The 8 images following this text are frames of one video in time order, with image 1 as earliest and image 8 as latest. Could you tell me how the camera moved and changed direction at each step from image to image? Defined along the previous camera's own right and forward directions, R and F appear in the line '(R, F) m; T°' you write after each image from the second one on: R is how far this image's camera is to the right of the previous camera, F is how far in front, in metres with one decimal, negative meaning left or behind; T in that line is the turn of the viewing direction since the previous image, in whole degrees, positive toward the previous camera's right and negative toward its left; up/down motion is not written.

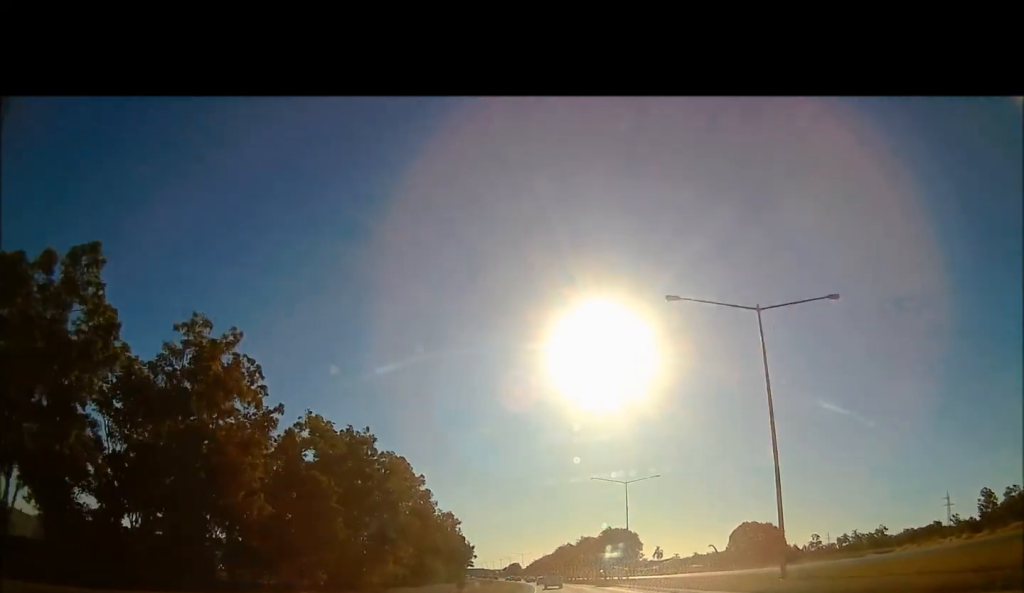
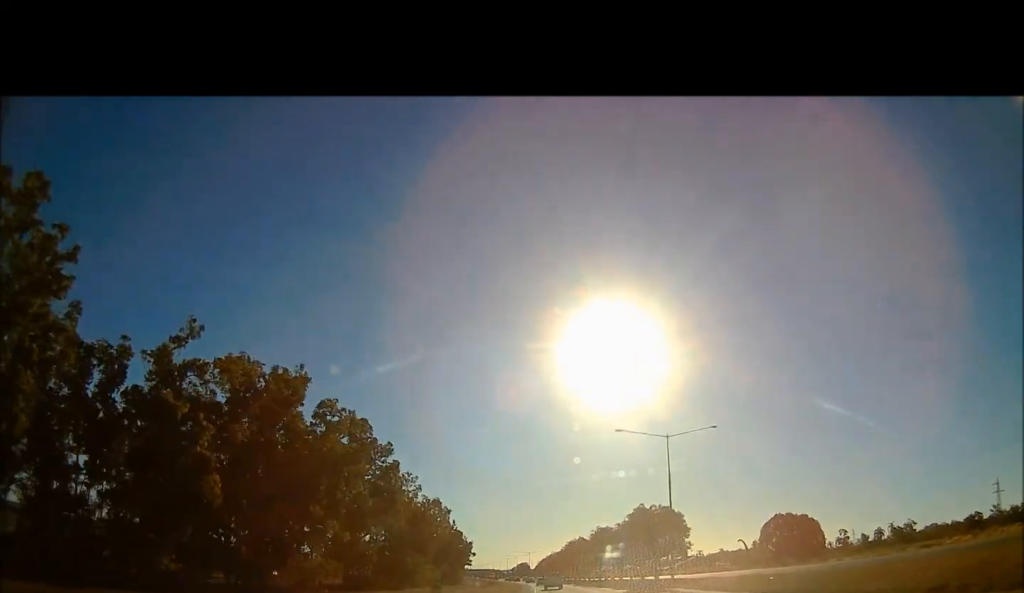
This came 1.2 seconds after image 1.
(+0.2, +24.2) m; -1°
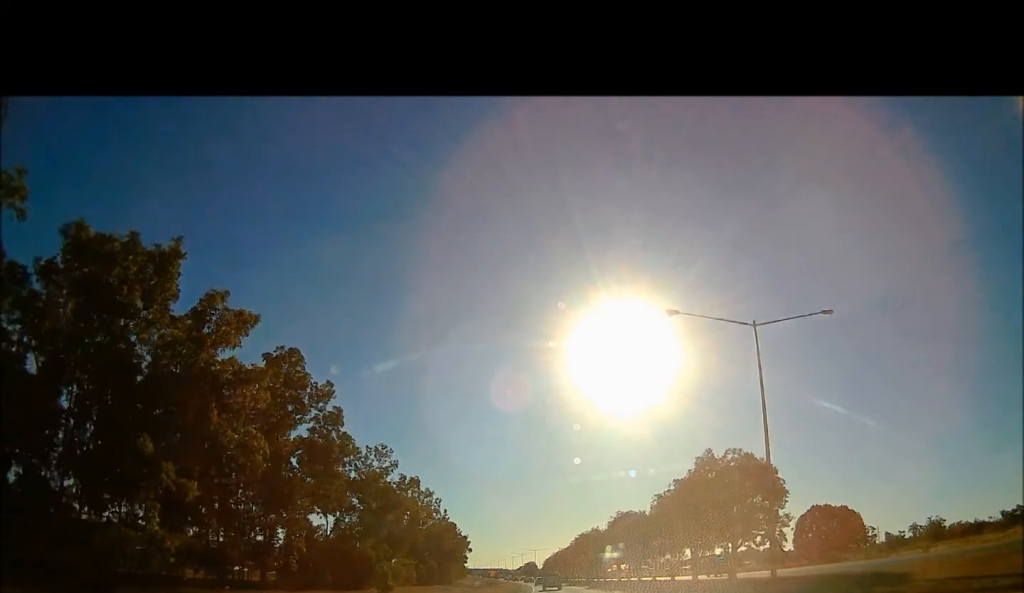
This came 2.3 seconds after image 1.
(-0.5, +24.1) m; 0°
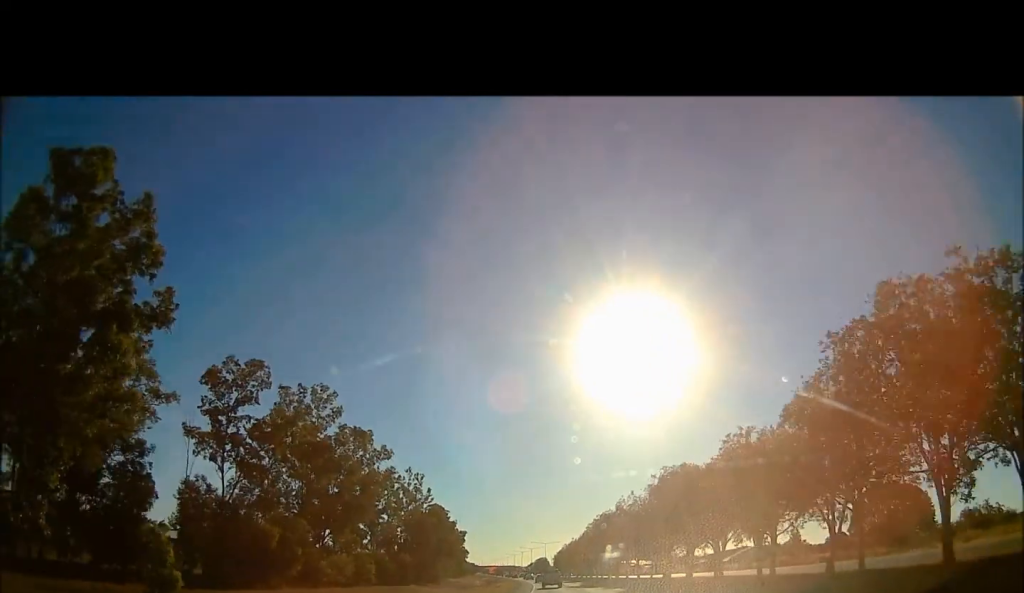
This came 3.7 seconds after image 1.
(+0.6, +28.4) m; 0°
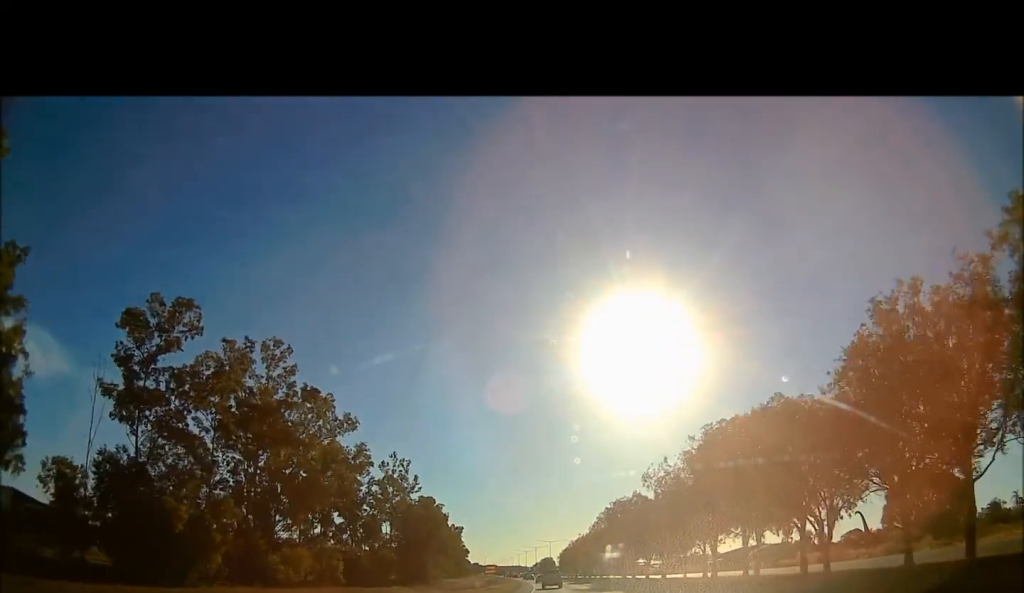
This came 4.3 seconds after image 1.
(0.0, +13.4) m; -1°
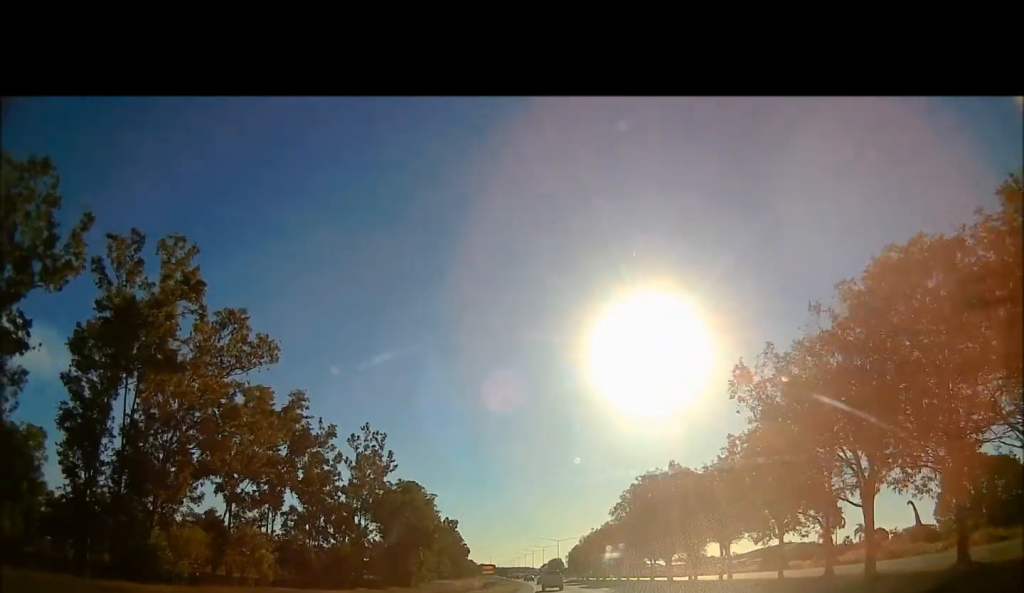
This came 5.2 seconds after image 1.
(-0.5, +20.0) m; -2°
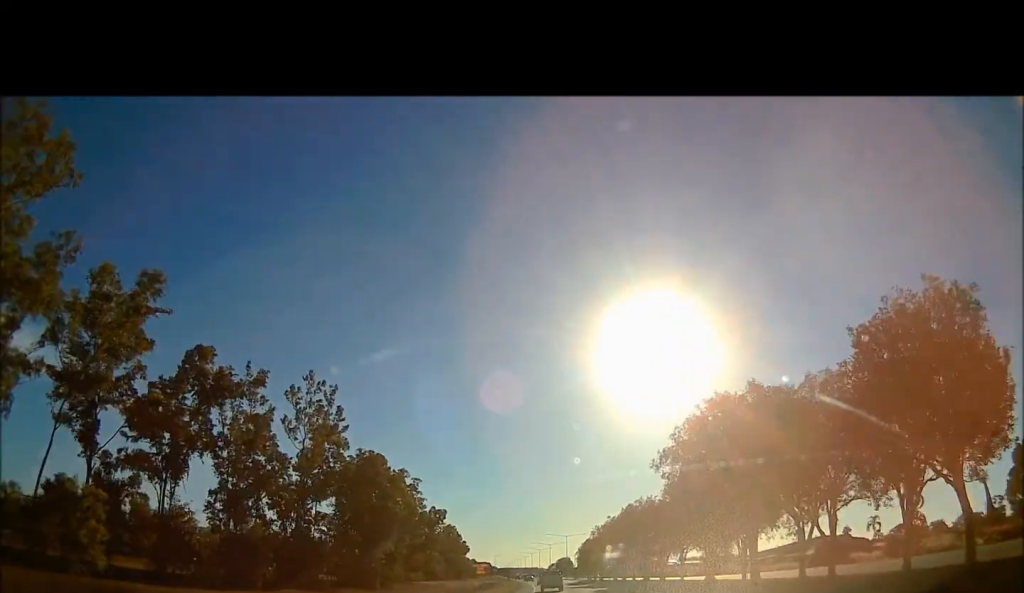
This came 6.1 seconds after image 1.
(-0.4, +20.6) m; -2°
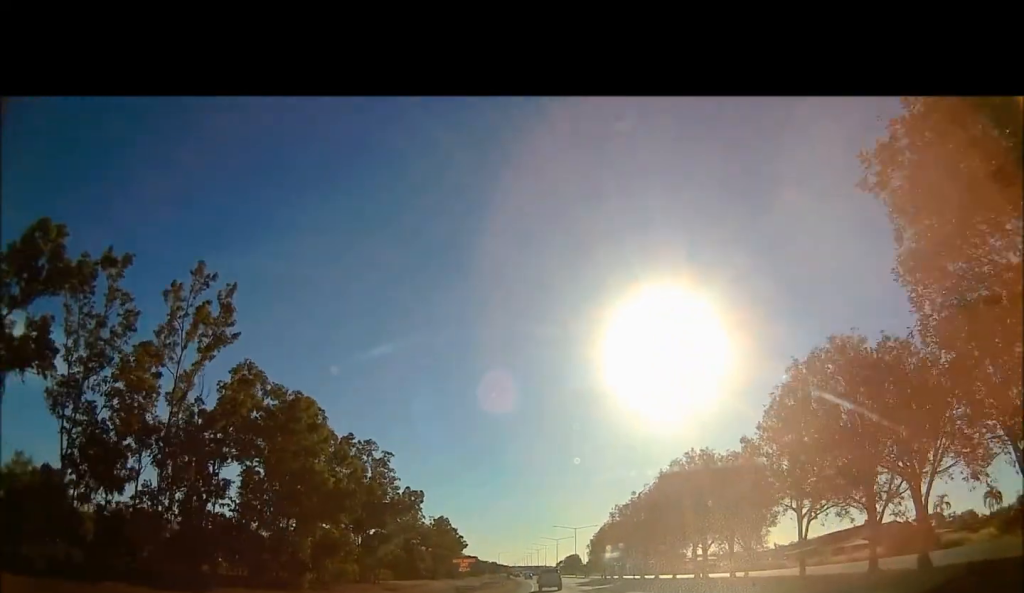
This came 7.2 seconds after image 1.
(-0.3, +21.3) m; 0°
